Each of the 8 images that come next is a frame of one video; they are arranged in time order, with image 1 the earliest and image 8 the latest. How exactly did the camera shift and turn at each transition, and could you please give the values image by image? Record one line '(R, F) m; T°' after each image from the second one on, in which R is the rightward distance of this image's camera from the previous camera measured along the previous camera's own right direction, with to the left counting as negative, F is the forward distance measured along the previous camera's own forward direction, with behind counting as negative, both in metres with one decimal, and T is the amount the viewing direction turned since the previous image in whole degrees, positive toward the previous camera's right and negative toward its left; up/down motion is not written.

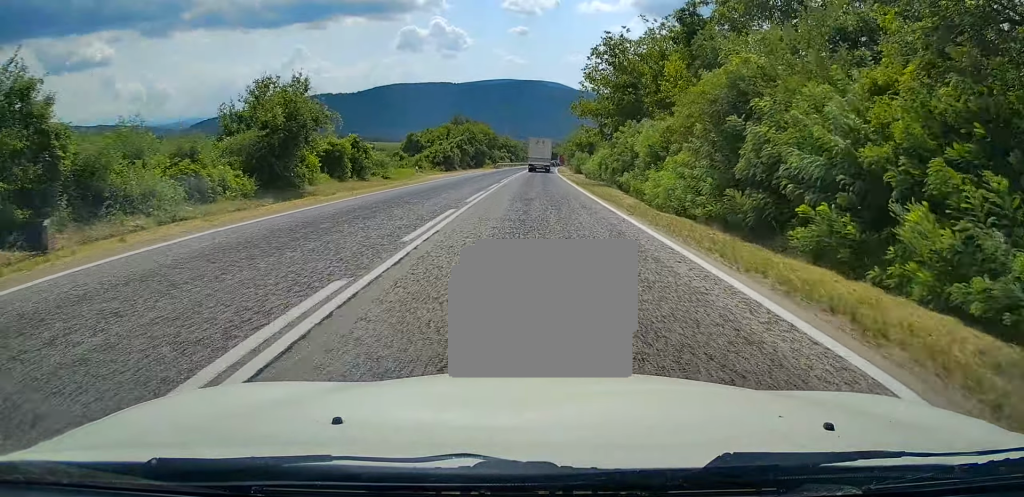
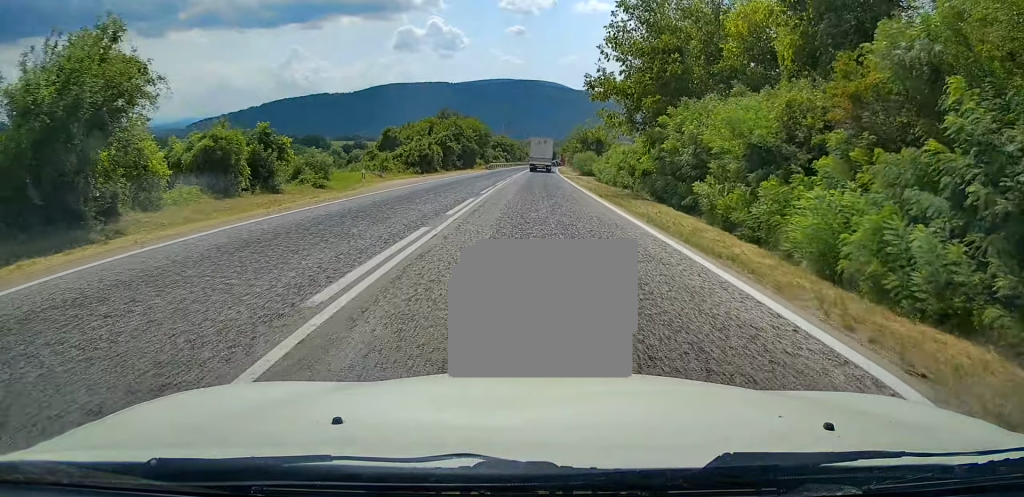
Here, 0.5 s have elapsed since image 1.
(0.0, +13.2) m; 0°
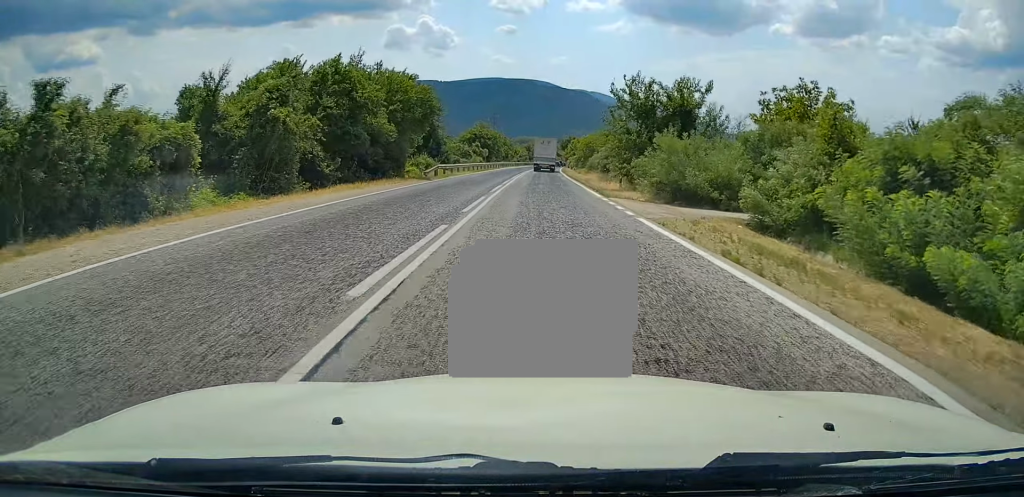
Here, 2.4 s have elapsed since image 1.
(+0.4, +44.7) m; +2°
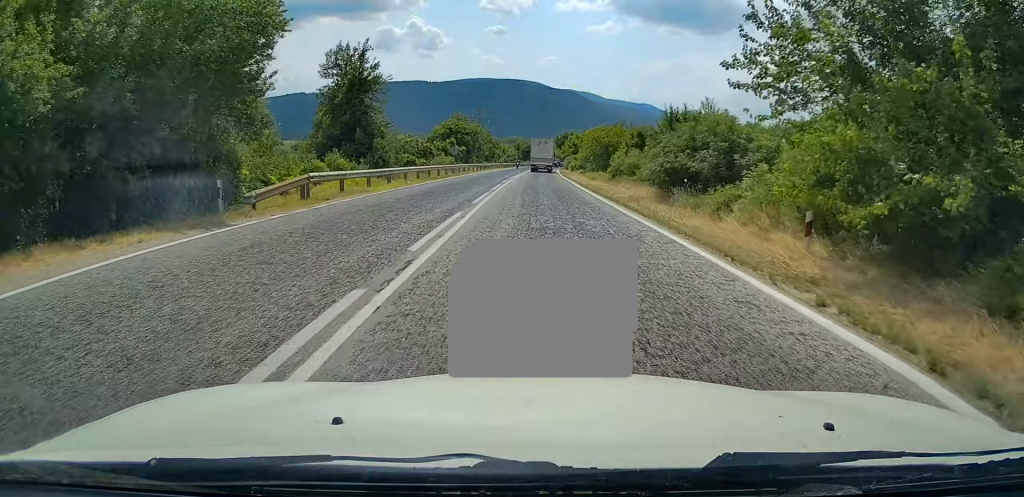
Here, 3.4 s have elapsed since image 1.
(+0.4, +24.0) m; +1°
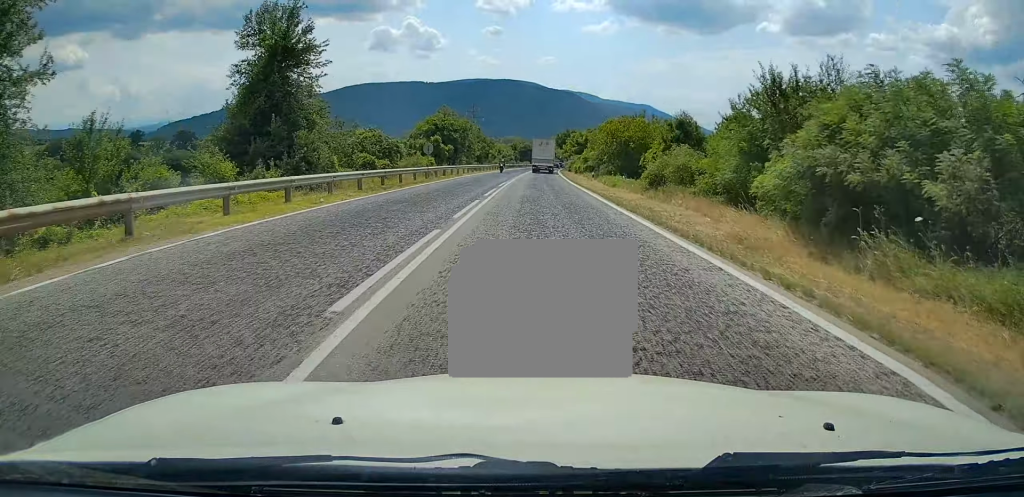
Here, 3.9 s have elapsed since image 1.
(+0.1, +12.7) m; 0°
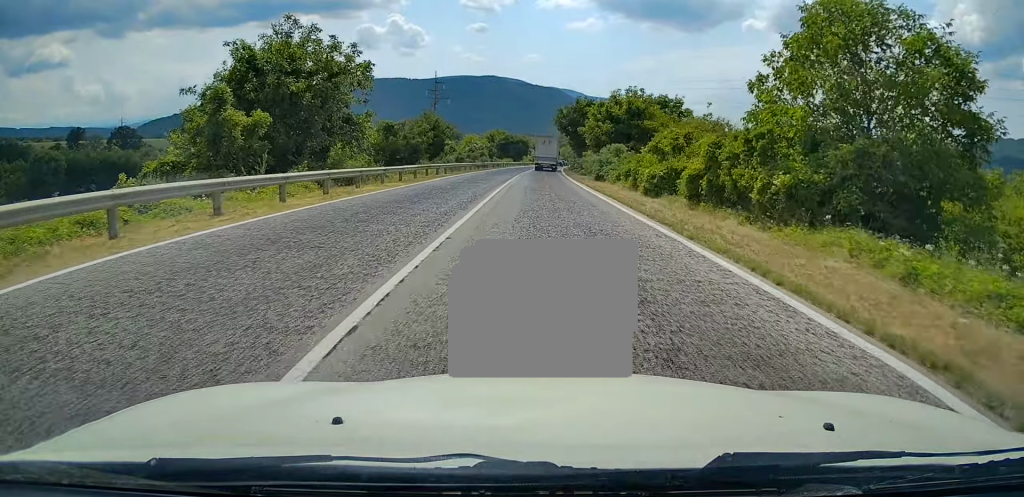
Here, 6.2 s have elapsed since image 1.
(+0.3, +53.6) m; +1°
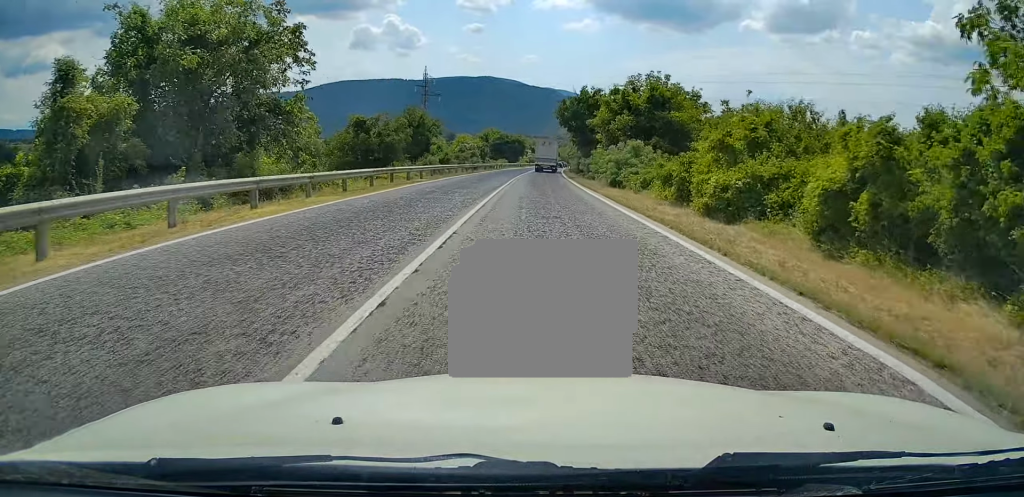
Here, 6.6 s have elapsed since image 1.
(+0.1, +9.4) m; 0°
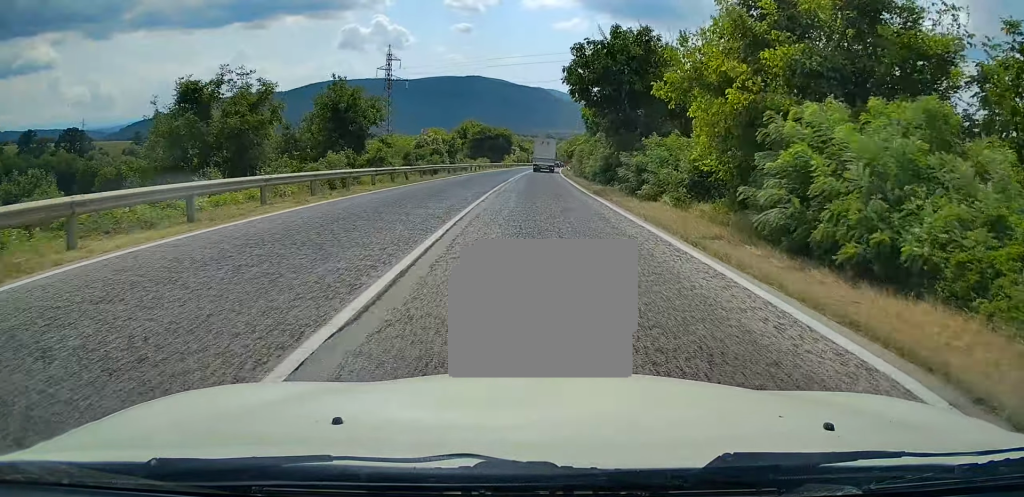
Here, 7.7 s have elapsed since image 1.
(+0.1, +25.7) m; 0°
